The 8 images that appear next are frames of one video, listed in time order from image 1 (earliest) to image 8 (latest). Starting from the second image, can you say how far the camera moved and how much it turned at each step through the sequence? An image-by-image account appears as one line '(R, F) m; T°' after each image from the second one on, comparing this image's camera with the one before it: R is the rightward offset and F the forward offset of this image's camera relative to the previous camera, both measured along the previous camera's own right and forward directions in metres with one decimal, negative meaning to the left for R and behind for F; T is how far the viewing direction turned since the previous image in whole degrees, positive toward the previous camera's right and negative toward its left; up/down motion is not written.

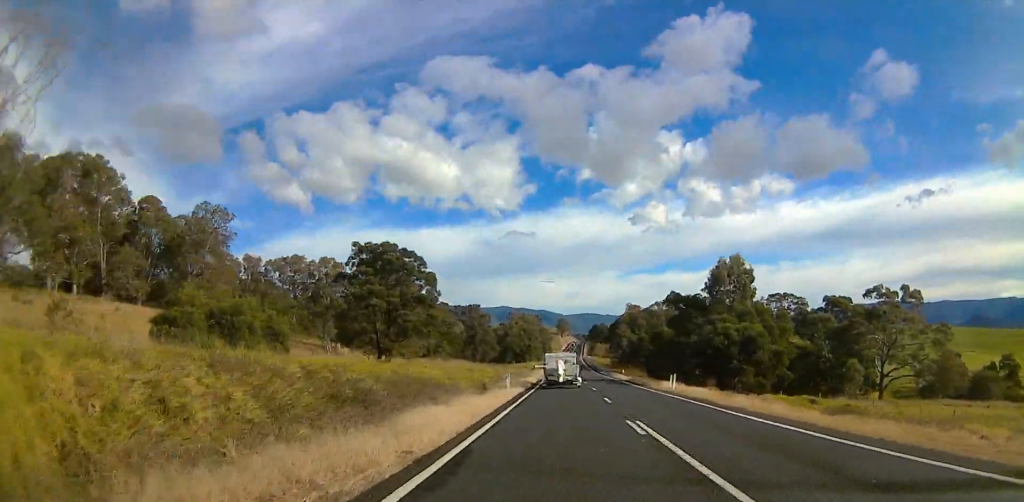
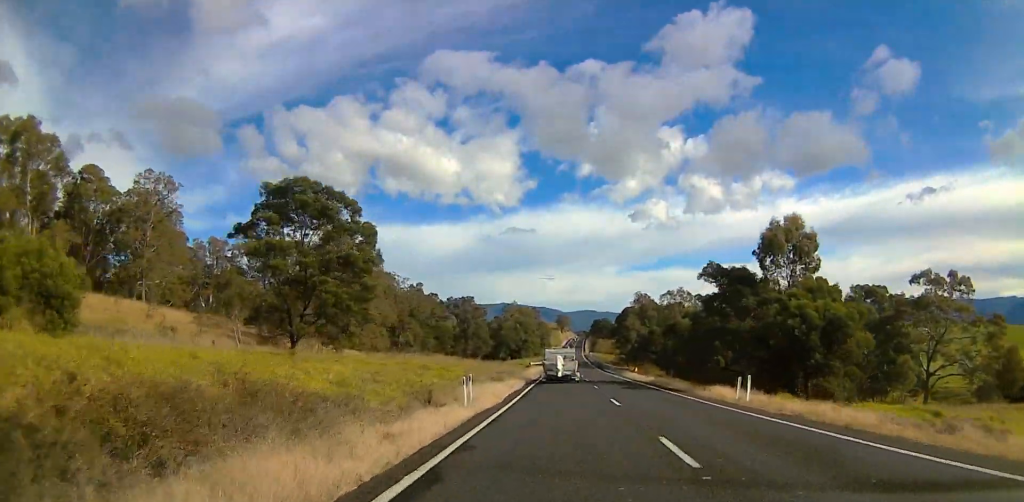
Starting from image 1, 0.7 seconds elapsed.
(+0.3, +15.1) m; -2°
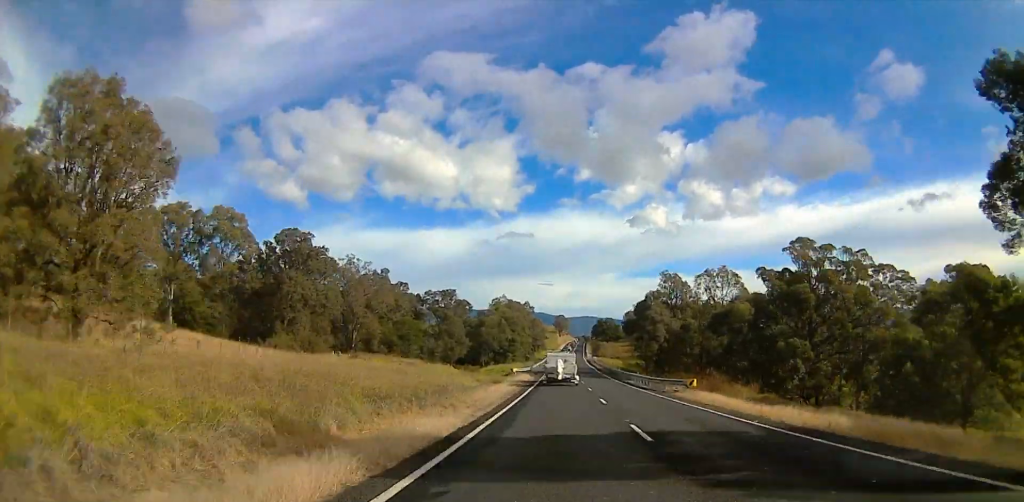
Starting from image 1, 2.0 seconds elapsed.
(-1.0, +31.8) m; +1°
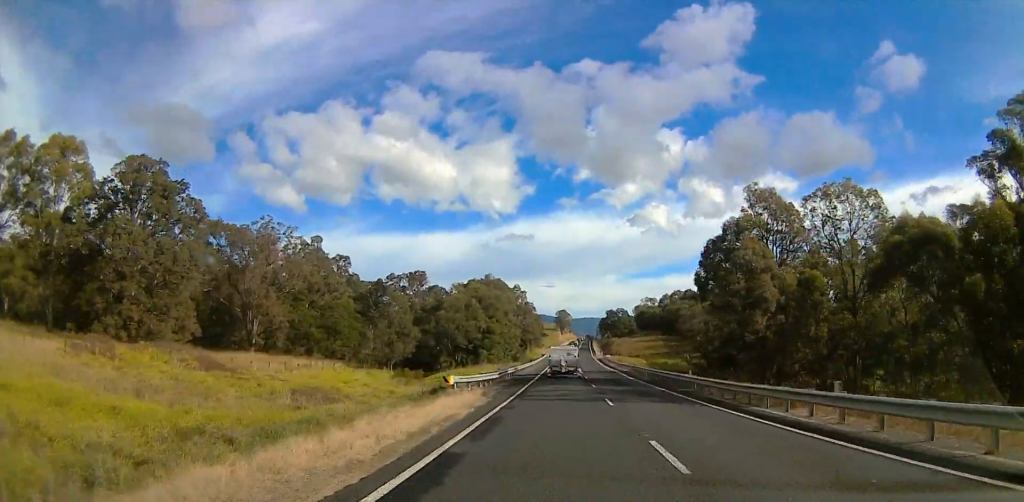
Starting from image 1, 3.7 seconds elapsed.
(+1.5, +39.9) m; +2°
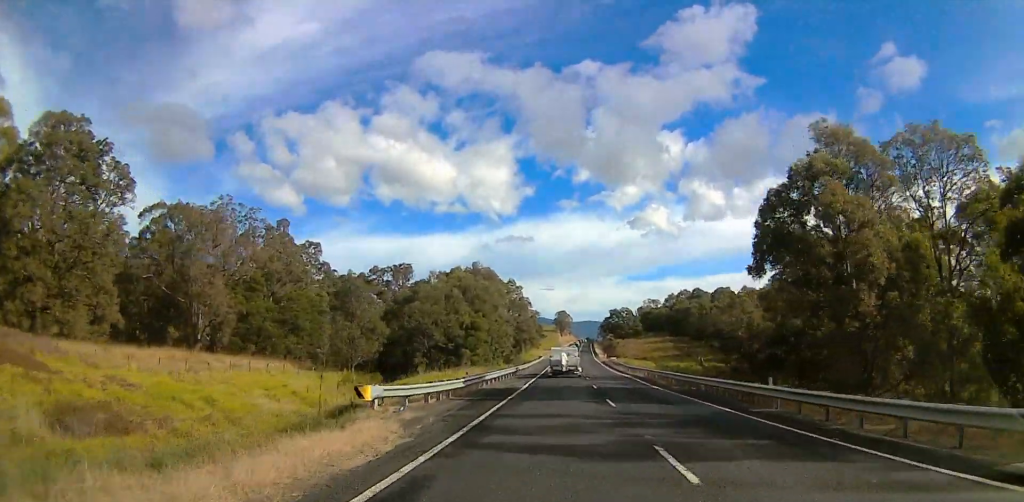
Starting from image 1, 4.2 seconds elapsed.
(0.0, +13.0) m; 0°
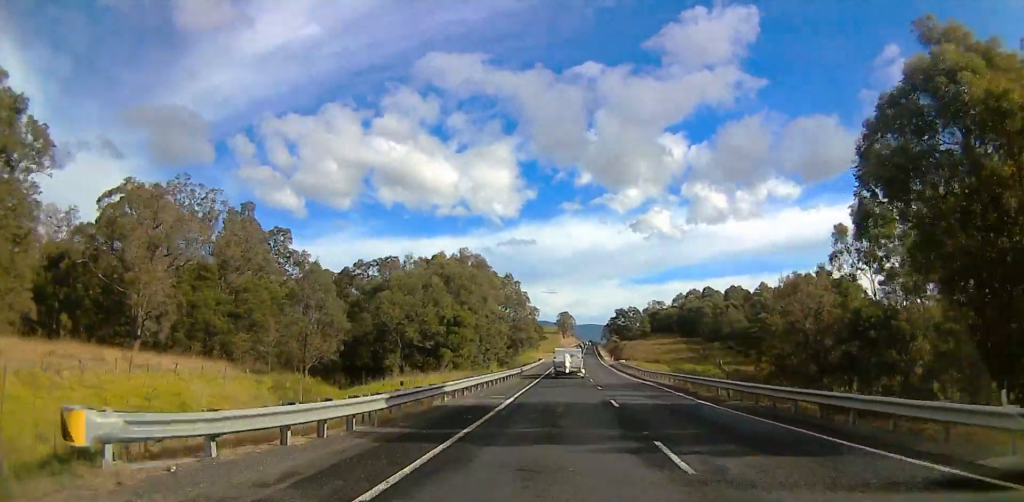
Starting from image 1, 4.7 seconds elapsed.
(0.0, +11.4) m; 0°
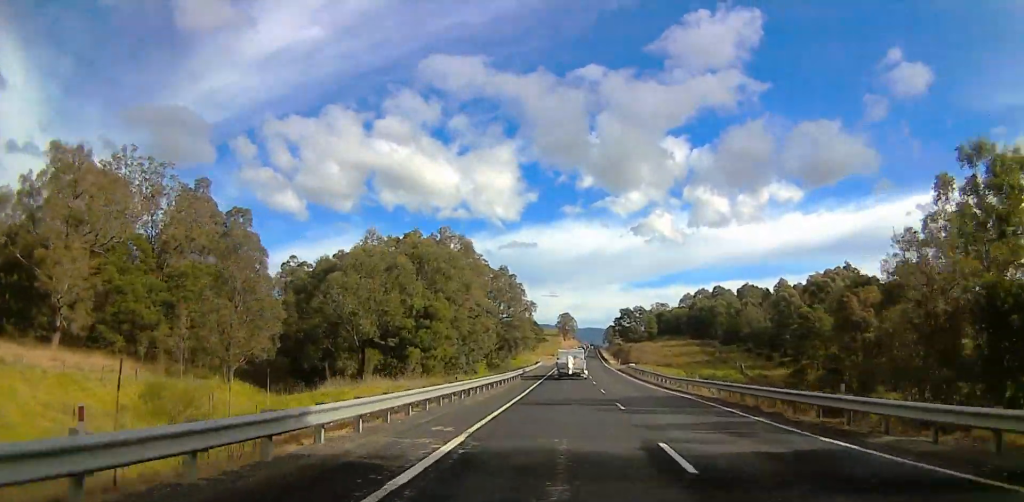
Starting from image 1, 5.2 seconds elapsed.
(0.0, +11.5) m; 0°
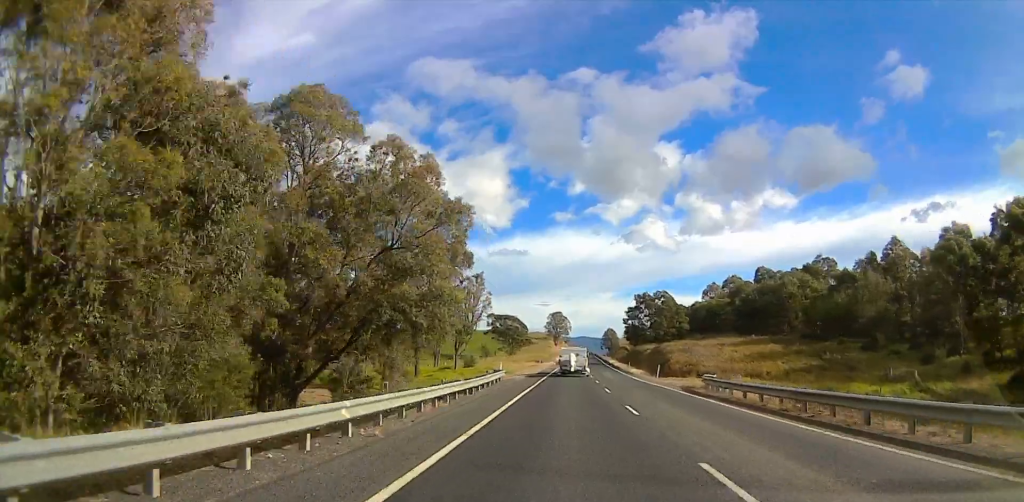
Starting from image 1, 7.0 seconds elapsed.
(-0.1, +44.8) m; 0°
